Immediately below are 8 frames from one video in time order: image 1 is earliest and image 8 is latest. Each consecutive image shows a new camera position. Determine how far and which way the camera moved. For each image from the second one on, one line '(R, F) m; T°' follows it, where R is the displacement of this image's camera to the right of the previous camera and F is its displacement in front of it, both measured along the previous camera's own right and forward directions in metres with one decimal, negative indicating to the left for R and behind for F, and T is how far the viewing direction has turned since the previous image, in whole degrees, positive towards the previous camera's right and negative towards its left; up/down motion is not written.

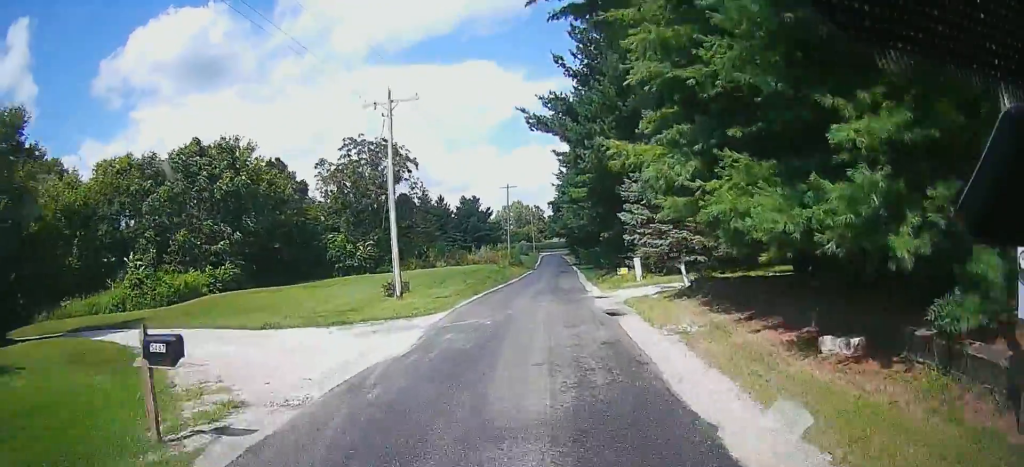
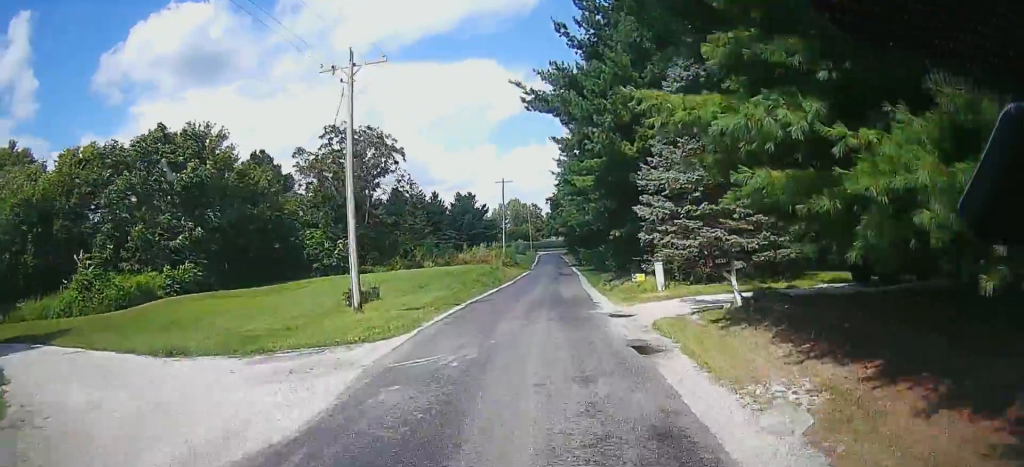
(0.0, +5.7) m; 0°
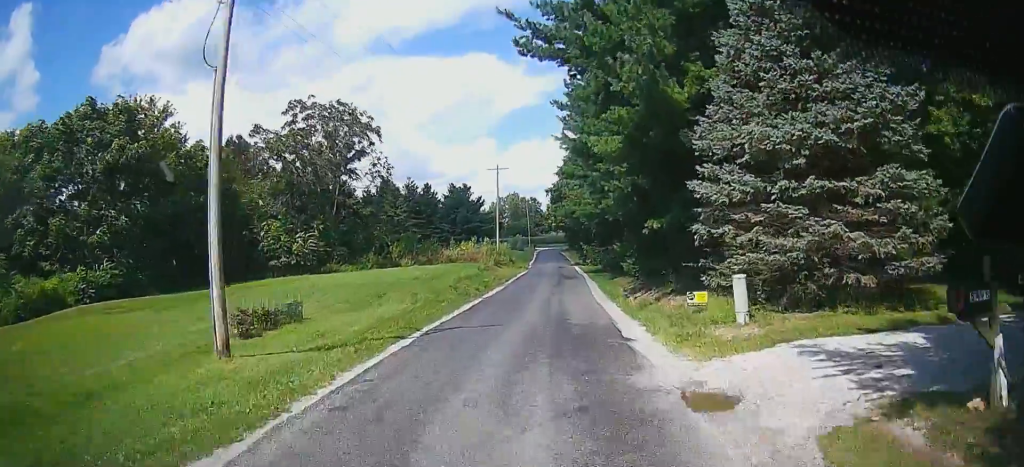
(0.0, +8.9) m; 0°
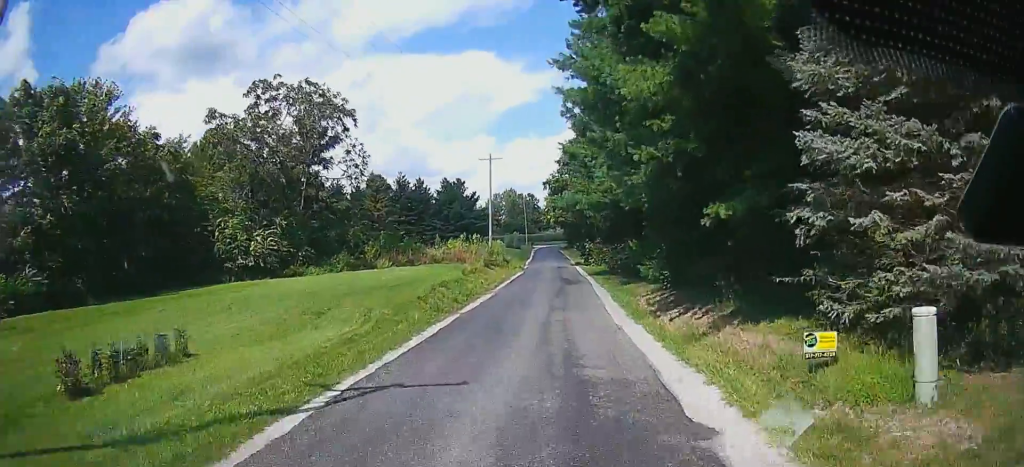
(0.0, +6.3) m; 0°
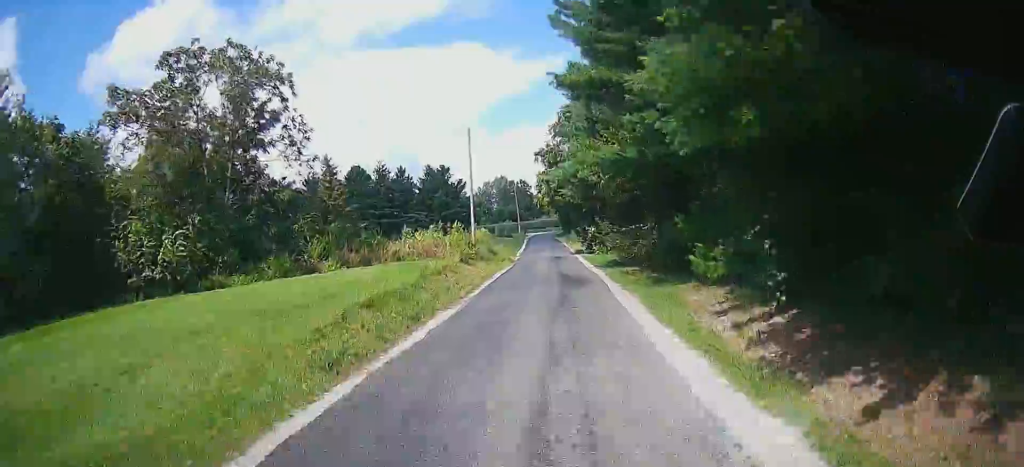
(+0.1, +9.4) m; +1°
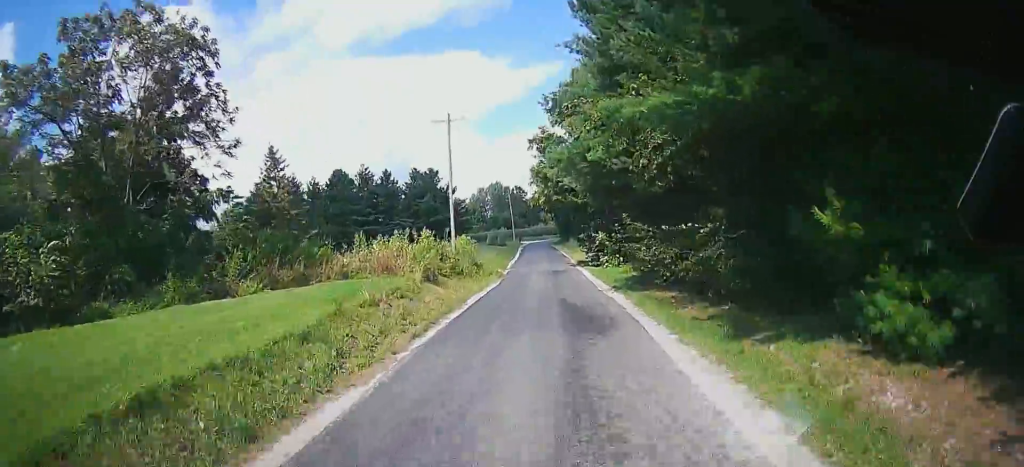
(+0.1, +9.8) m; 0°
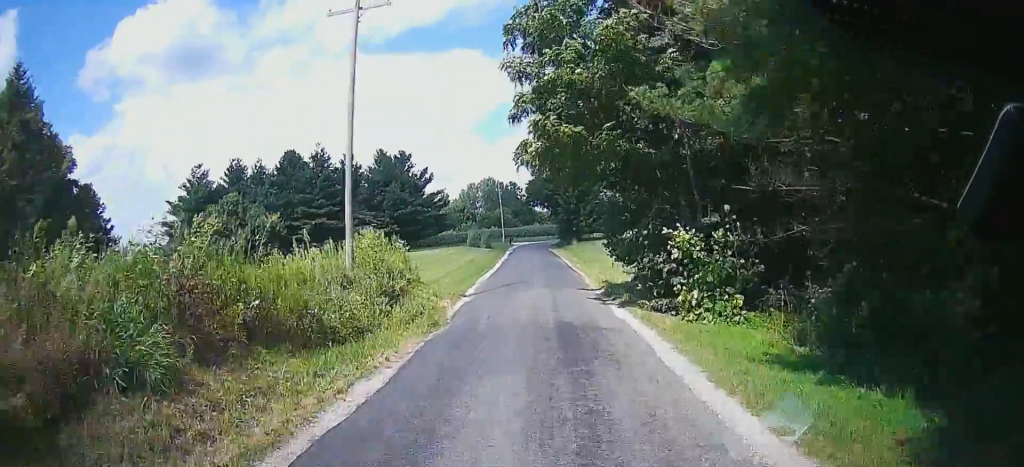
(-0.1, +24.4) m; +1°
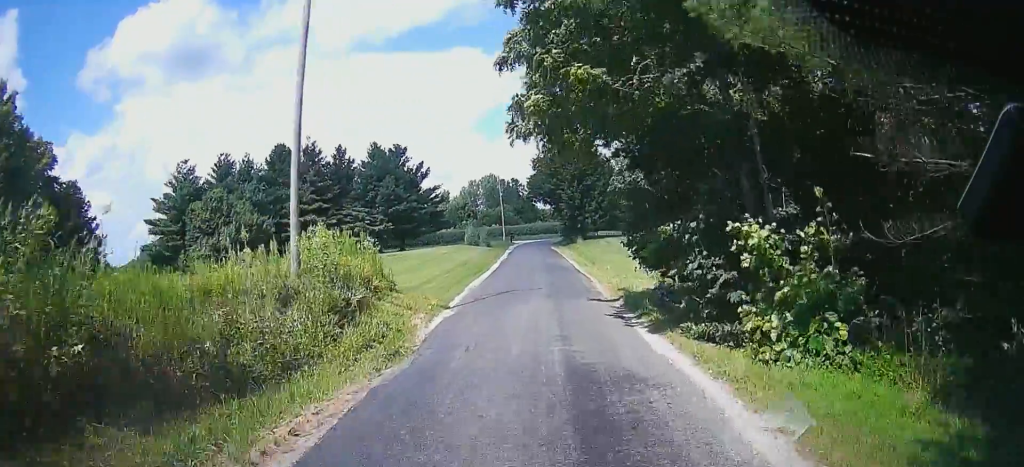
(0.0, +5.1) m; 0°
